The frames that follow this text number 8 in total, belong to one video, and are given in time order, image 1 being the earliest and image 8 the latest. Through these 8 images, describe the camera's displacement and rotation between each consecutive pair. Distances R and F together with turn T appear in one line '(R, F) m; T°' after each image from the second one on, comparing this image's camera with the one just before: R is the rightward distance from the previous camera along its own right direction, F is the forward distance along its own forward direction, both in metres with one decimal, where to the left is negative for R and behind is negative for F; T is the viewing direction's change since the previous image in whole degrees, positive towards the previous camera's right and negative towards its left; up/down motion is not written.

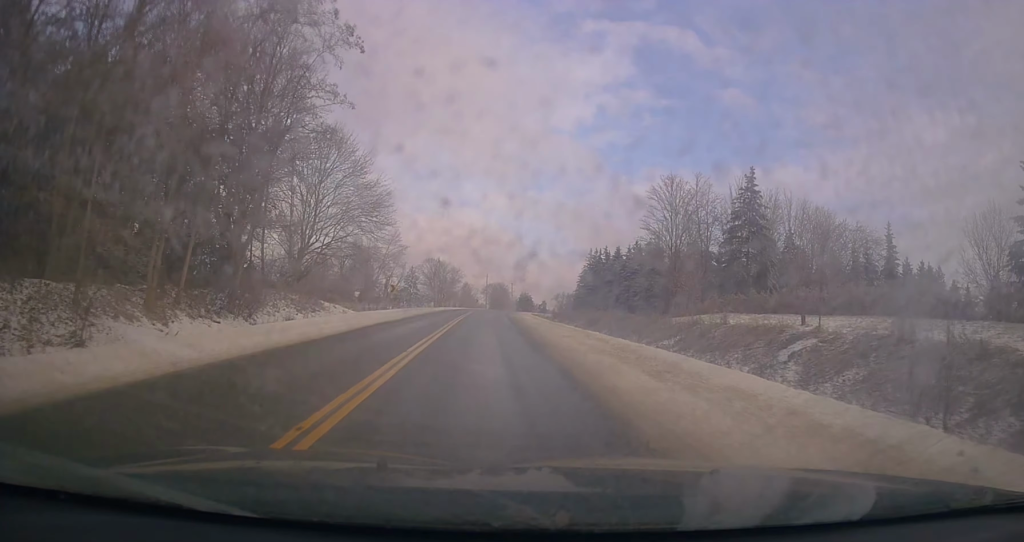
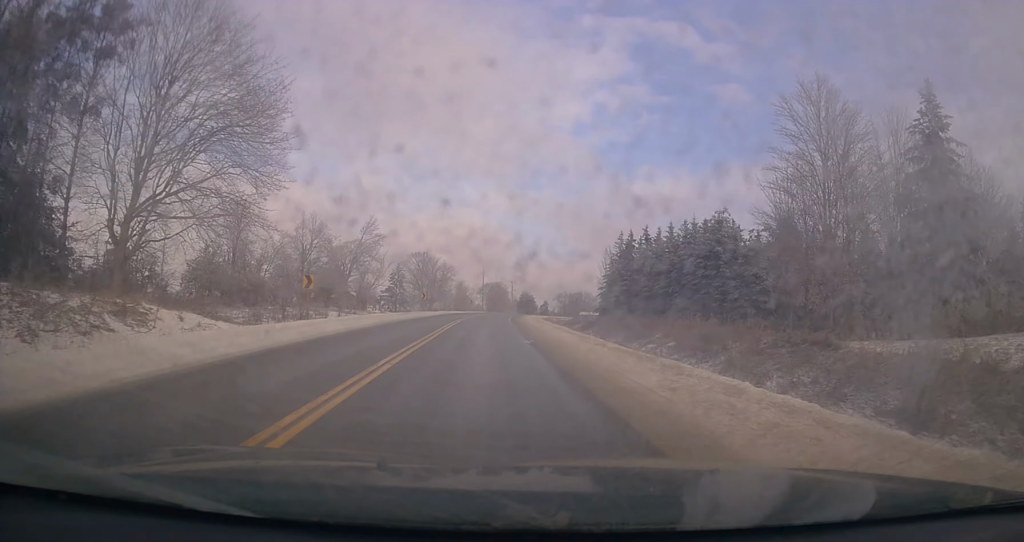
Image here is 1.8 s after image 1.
(+0.3, +27.2) m; +1°
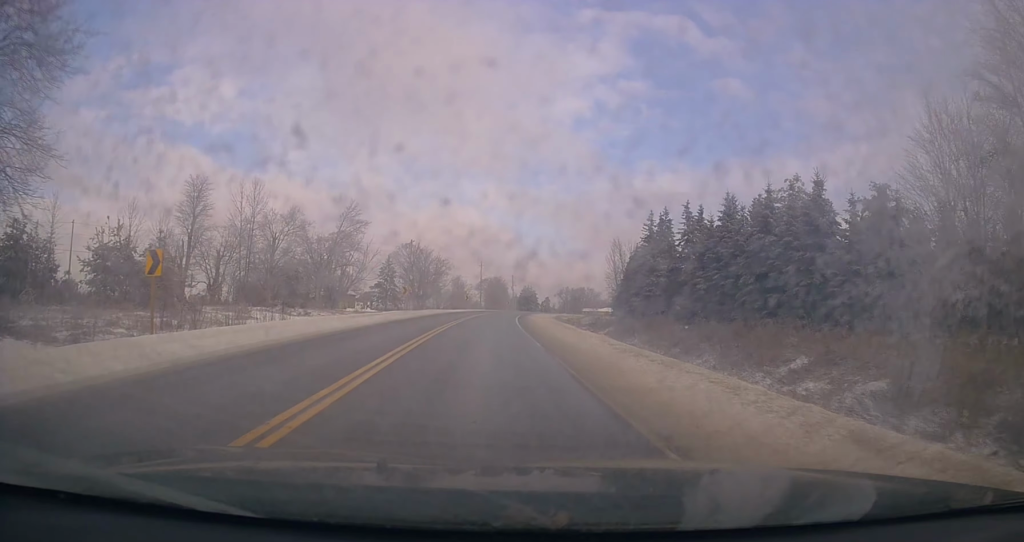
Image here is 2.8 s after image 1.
(+0.2, +15.6) m; -1°
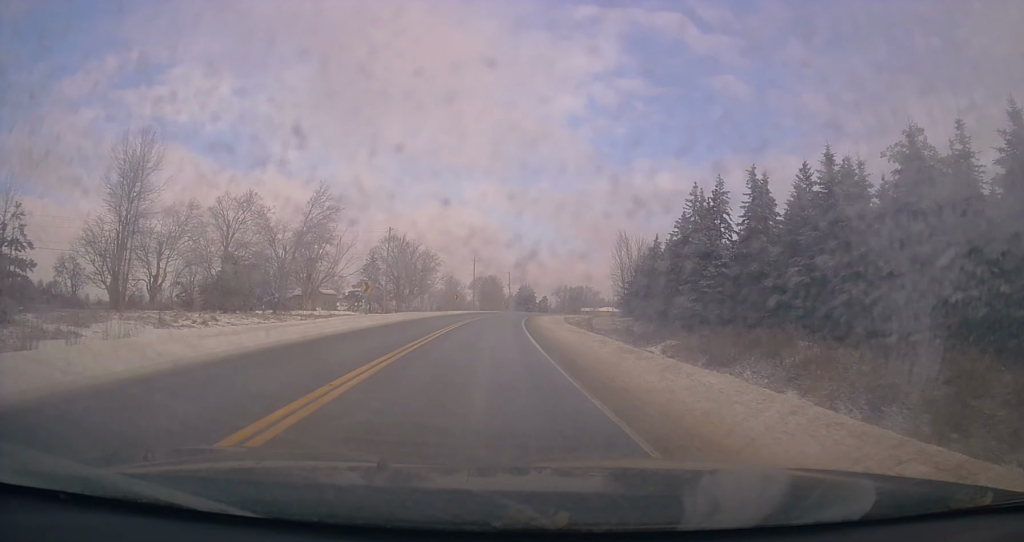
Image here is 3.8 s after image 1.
(-0.4, +16.3) m; 0°
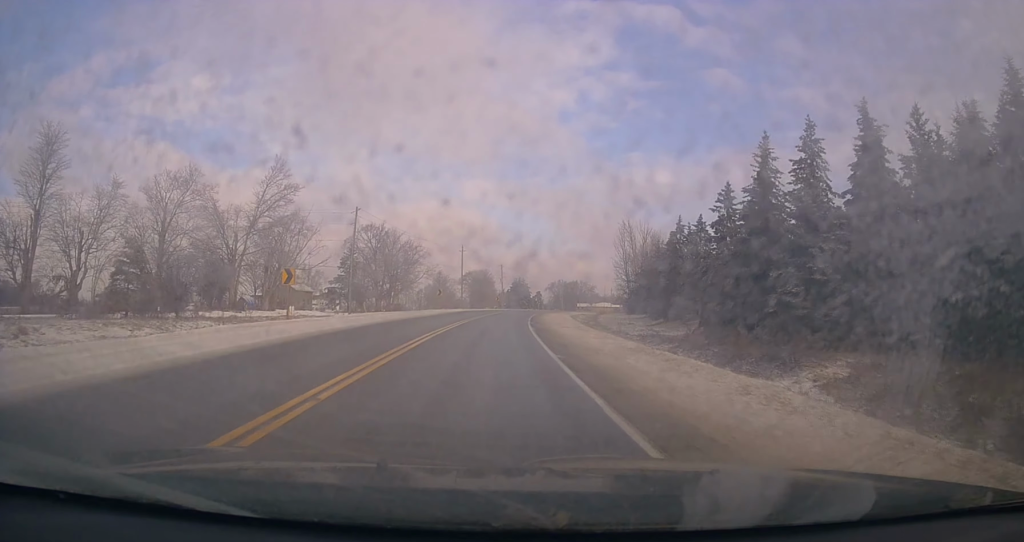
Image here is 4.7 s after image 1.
(+0.3, +15.3) m; +1°
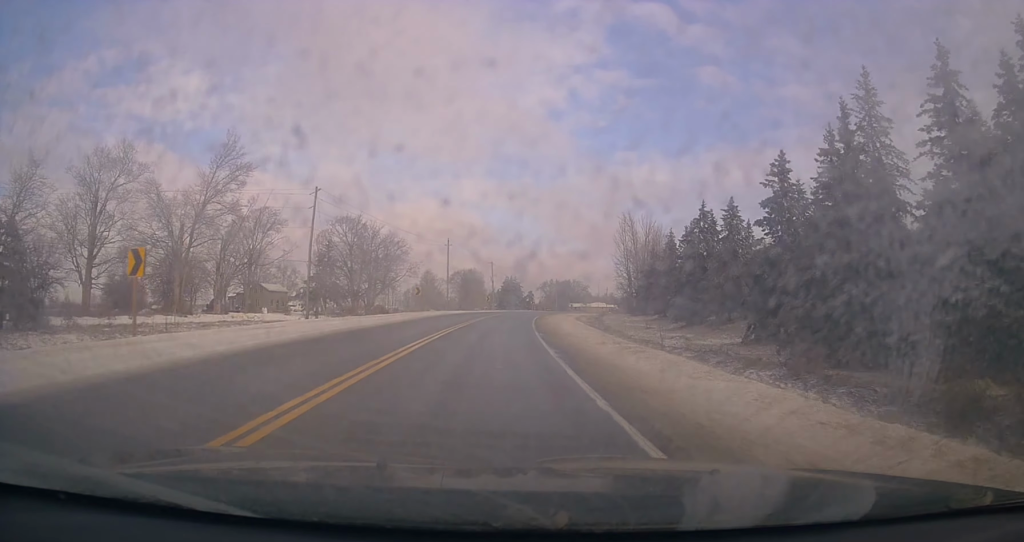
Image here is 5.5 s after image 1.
(-0.1, +12.0) m; +1°
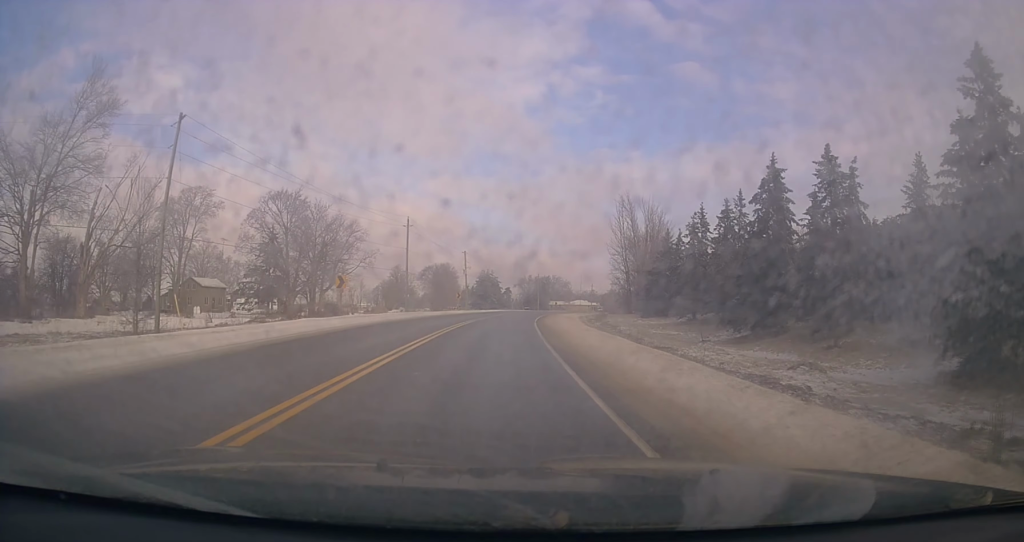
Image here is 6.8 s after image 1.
(+0.6, +22.4) m; +2°
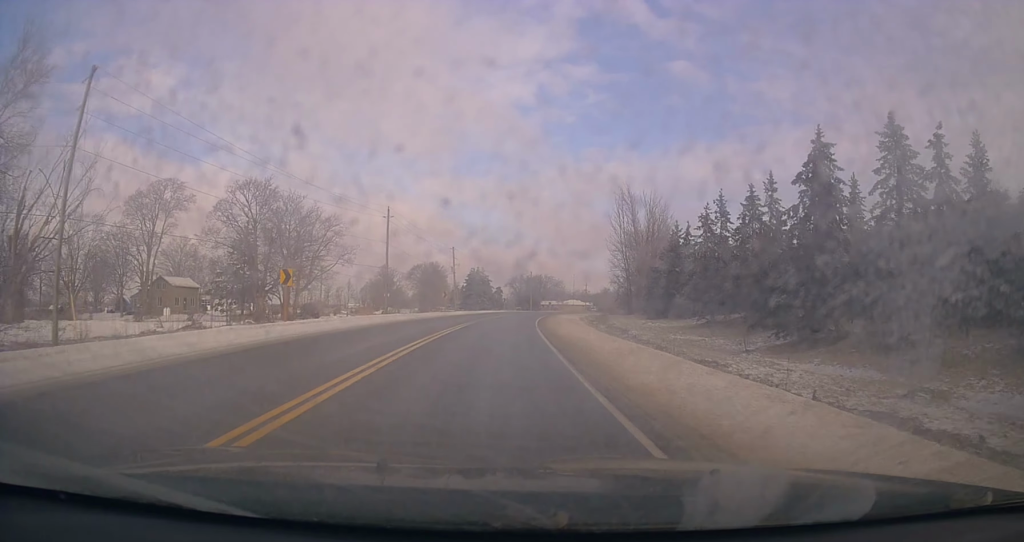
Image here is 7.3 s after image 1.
(-0.1, +8.3) m; +1°
